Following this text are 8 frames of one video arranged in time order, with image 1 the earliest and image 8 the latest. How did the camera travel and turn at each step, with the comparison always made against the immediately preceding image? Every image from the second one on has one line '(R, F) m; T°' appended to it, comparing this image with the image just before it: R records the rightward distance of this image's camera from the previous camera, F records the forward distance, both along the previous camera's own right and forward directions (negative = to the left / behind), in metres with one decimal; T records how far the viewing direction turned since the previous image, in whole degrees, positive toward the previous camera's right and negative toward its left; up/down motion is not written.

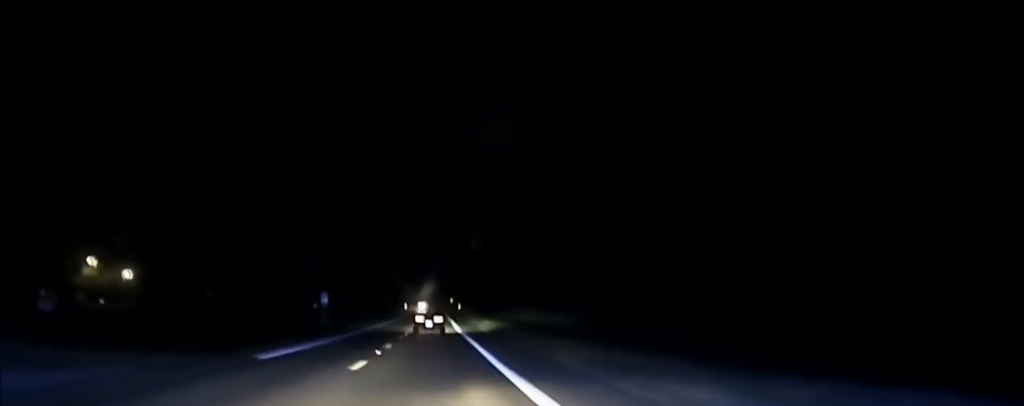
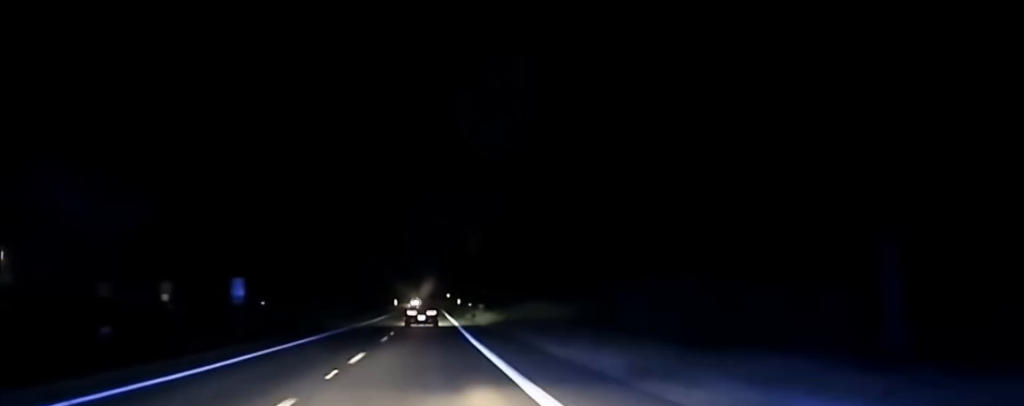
(0.0, +30.3) m; 0°
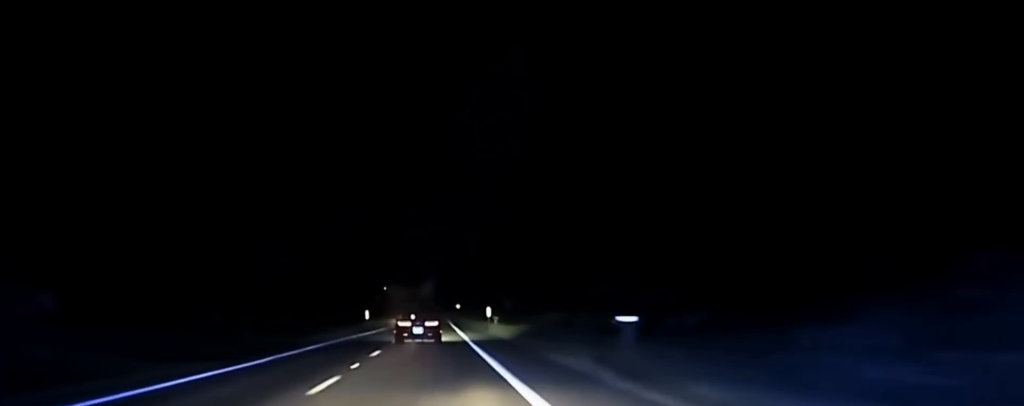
(+0.2, +83.3) m; 0°
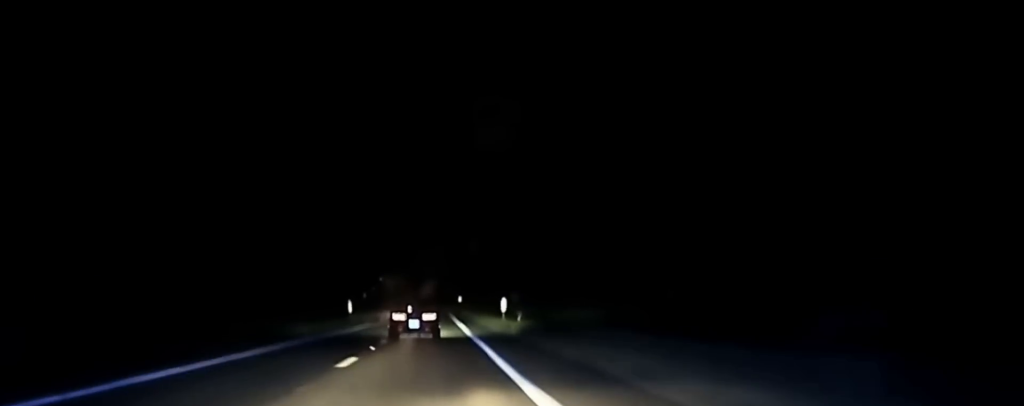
(-0.1, +20.4) m; 0°
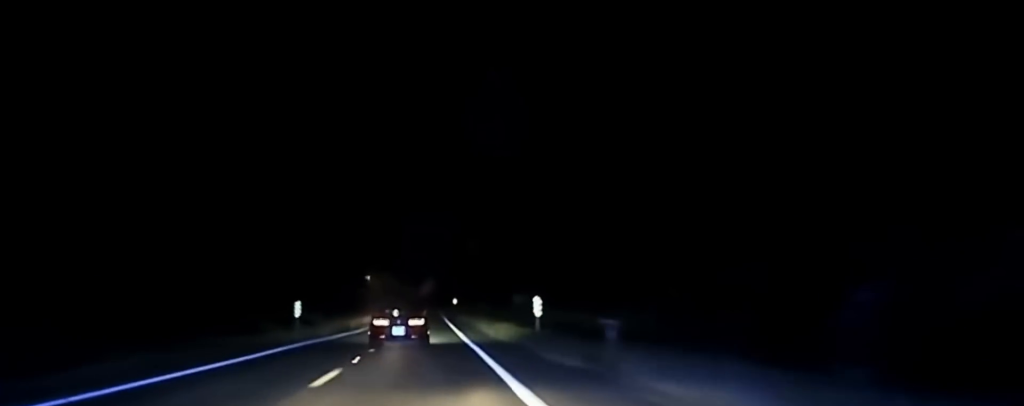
(-0.2, +26.4) m; 0°
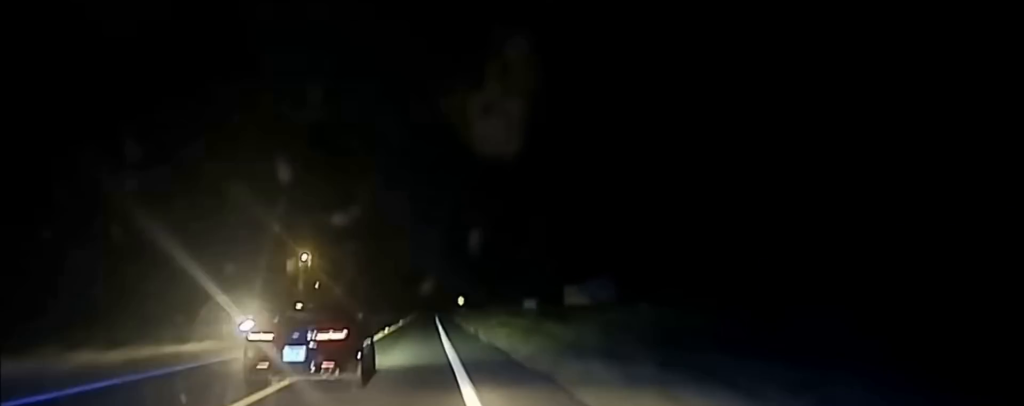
(+1.1, +91.6) m; 0°
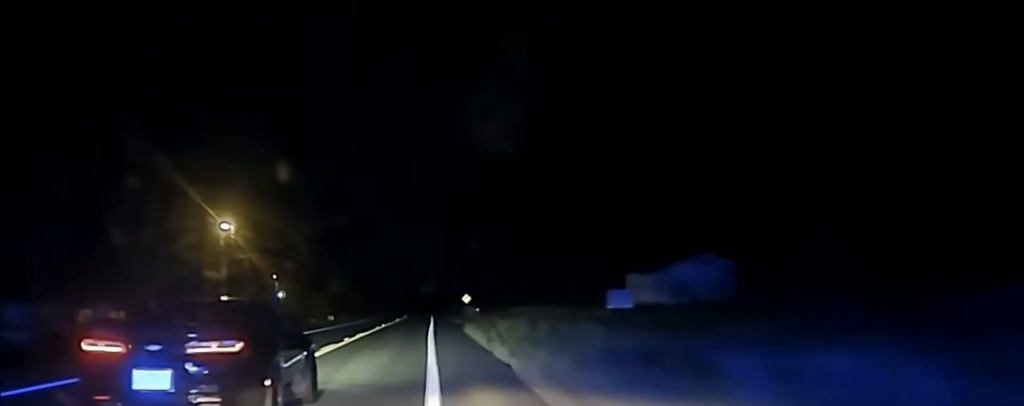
(-0.2, +42.4) m; 0°
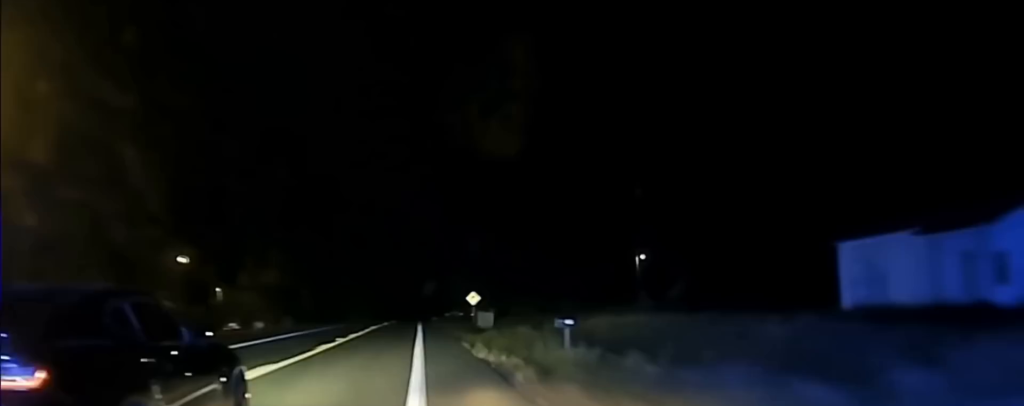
(0.0, +43.8) m; 0°
